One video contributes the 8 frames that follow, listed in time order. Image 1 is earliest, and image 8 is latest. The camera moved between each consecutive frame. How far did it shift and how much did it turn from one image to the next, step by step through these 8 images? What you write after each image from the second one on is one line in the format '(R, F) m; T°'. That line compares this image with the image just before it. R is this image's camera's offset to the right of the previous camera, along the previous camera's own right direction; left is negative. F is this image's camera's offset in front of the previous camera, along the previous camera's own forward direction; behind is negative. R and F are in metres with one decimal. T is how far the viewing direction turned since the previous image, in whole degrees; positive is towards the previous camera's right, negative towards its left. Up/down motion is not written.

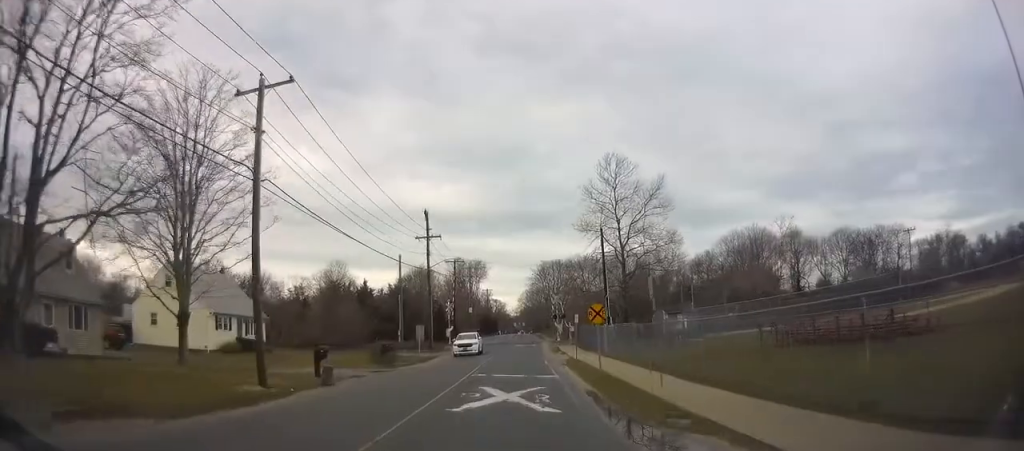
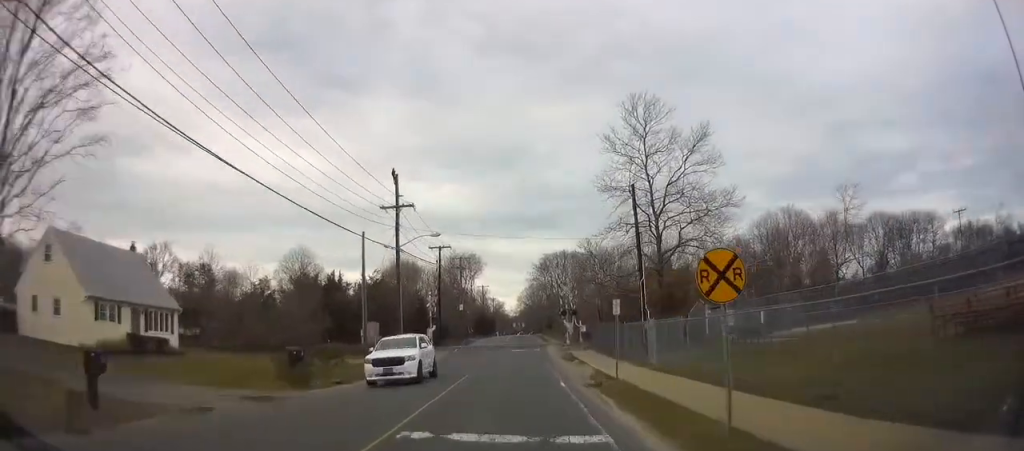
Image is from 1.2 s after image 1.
(+0.1, +14.0) m; +1°
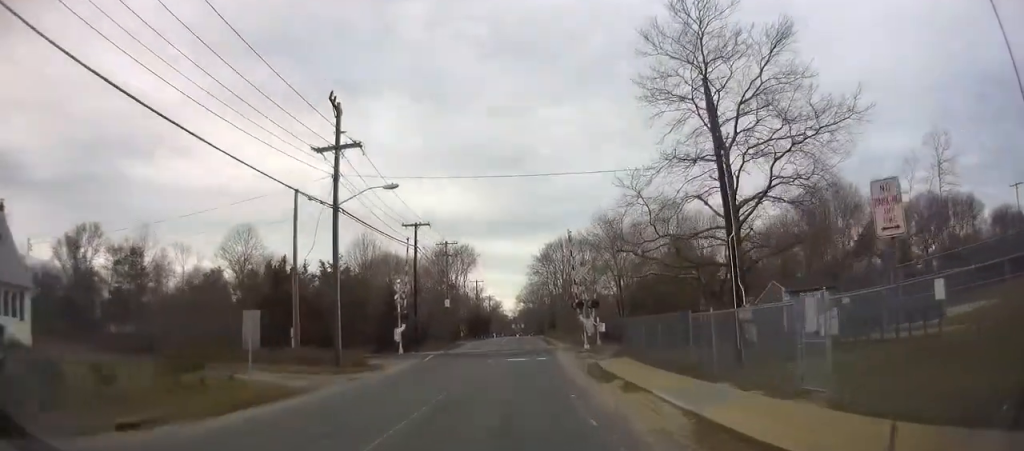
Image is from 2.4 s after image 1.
(+0.1, +13.8) m; 0°
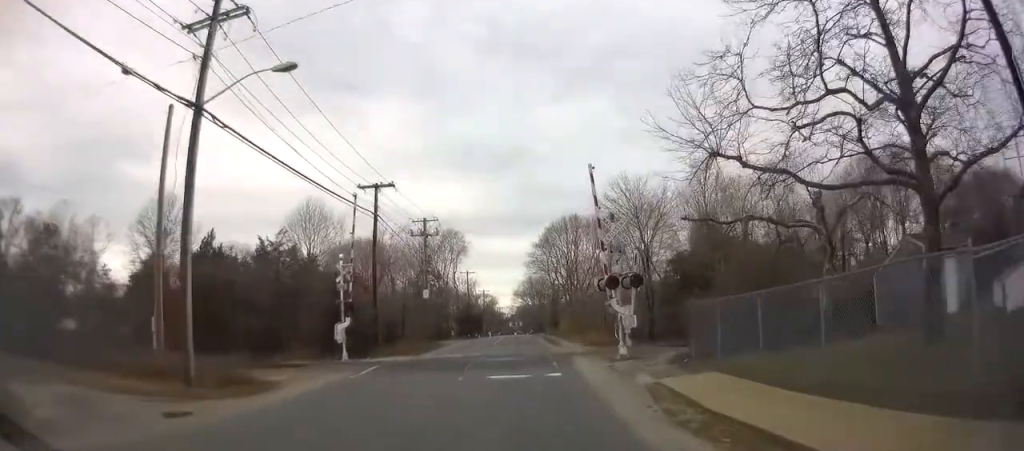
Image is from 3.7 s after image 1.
(-0.1, +11.6) m; -1°
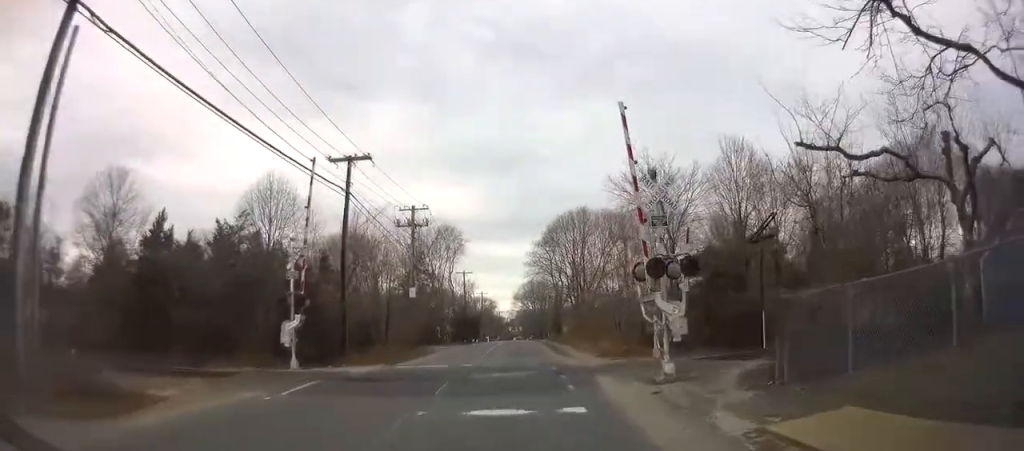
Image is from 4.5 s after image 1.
(0.0, +6.4) m; +1°
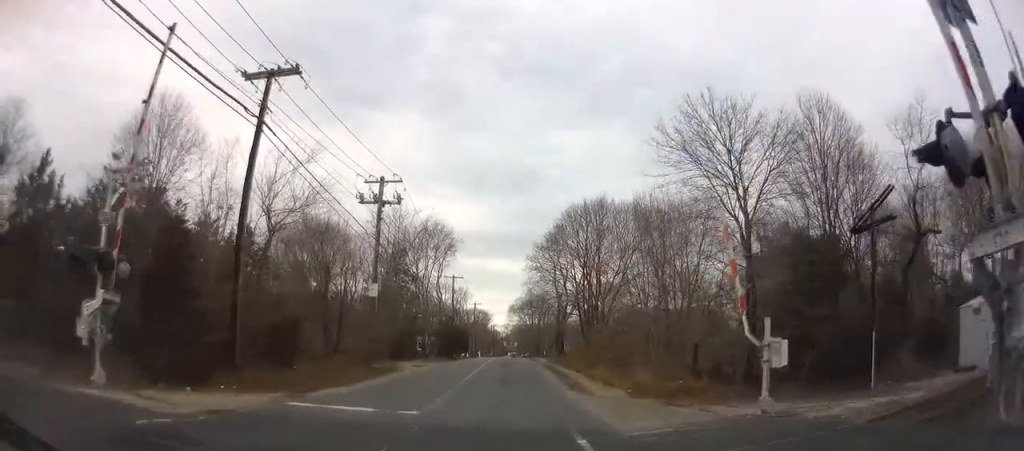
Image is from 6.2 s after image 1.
(+0.1, +12.2) m; -1°
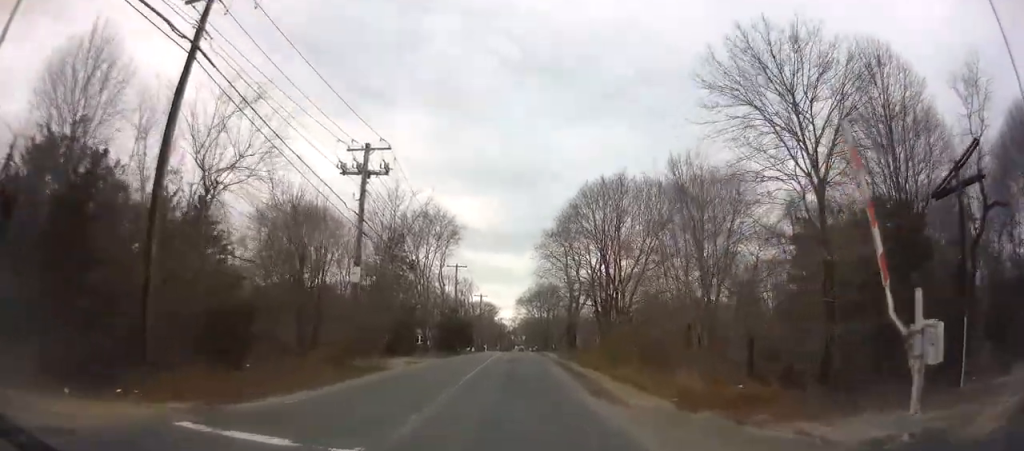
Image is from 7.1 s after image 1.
(-0.1, +5.7) m; 0°
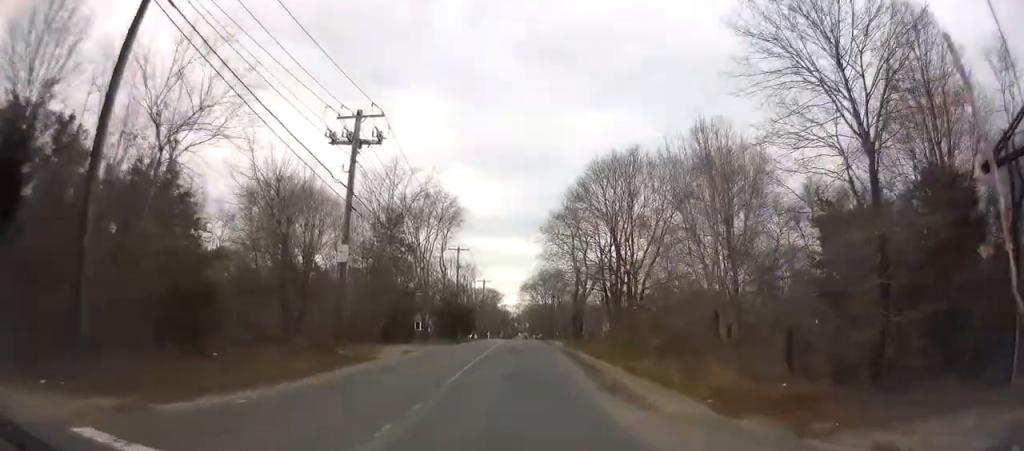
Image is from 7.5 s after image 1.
(0.0, +2.8) m; 0°
